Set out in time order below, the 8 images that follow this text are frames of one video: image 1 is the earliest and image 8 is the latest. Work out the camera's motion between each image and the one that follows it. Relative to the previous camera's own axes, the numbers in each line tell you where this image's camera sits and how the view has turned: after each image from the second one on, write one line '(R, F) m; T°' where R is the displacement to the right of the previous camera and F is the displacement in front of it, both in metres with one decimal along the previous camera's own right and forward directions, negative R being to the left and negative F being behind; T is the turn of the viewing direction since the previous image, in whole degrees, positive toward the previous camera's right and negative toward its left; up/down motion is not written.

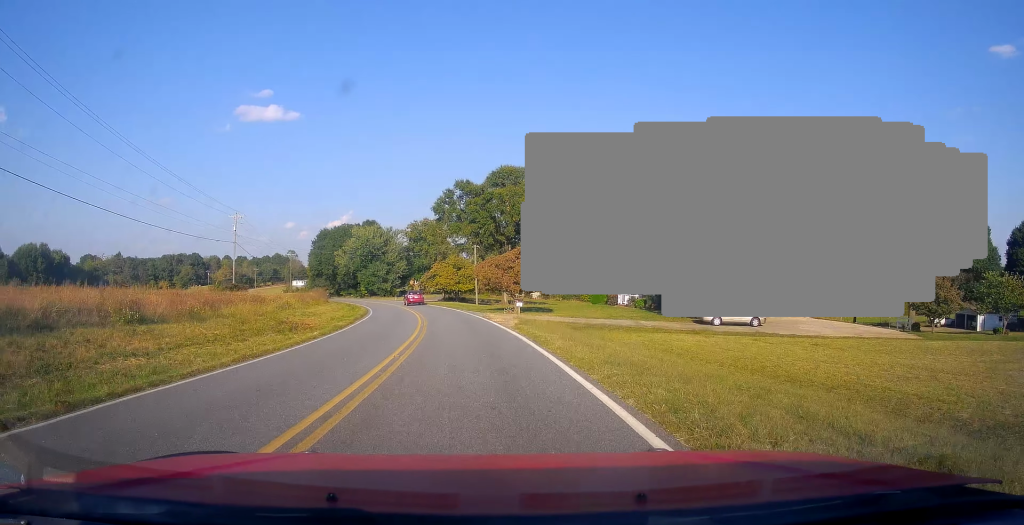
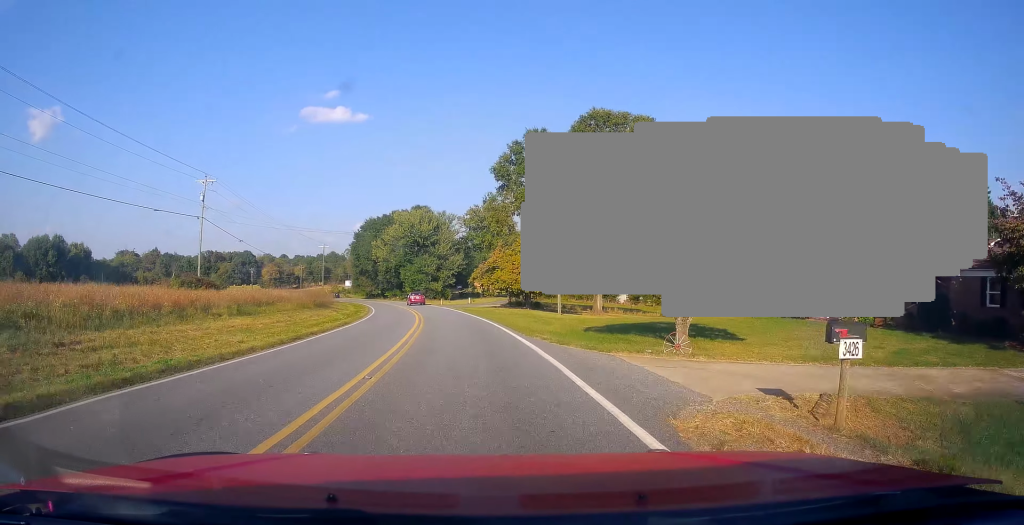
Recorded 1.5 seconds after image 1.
(-1.8, +27.1) m; -7°
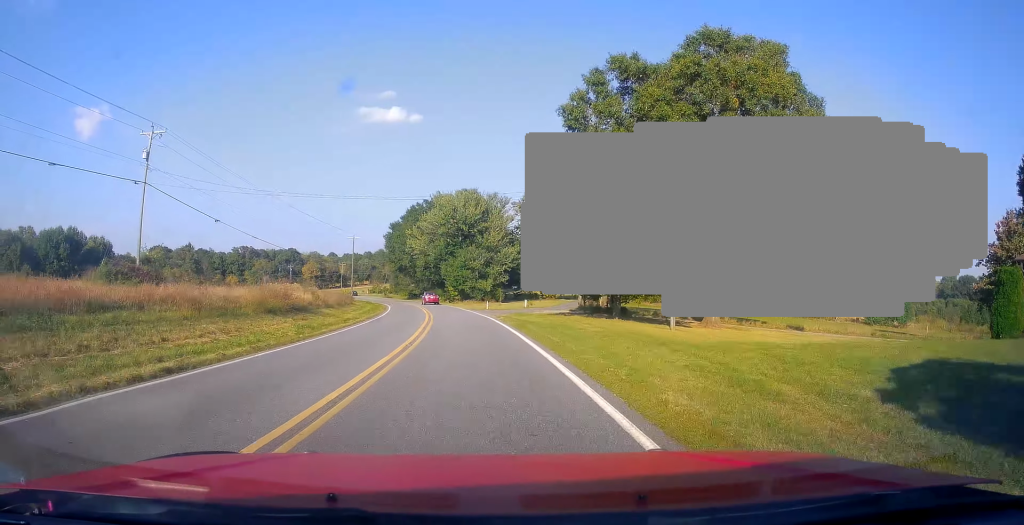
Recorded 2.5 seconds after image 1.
(-0.6, +18.7) m; -3°
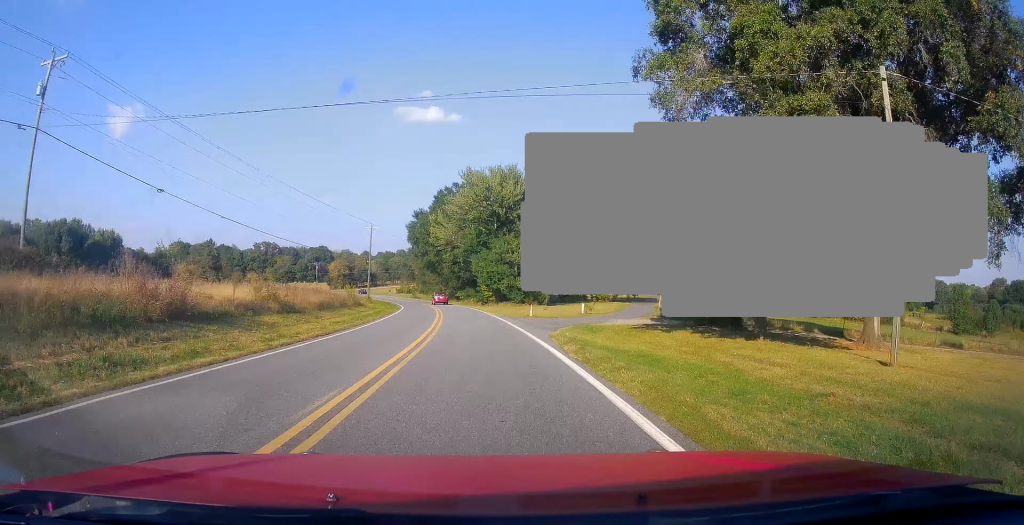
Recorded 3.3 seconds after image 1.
(0.0, +15.1) m; -4°
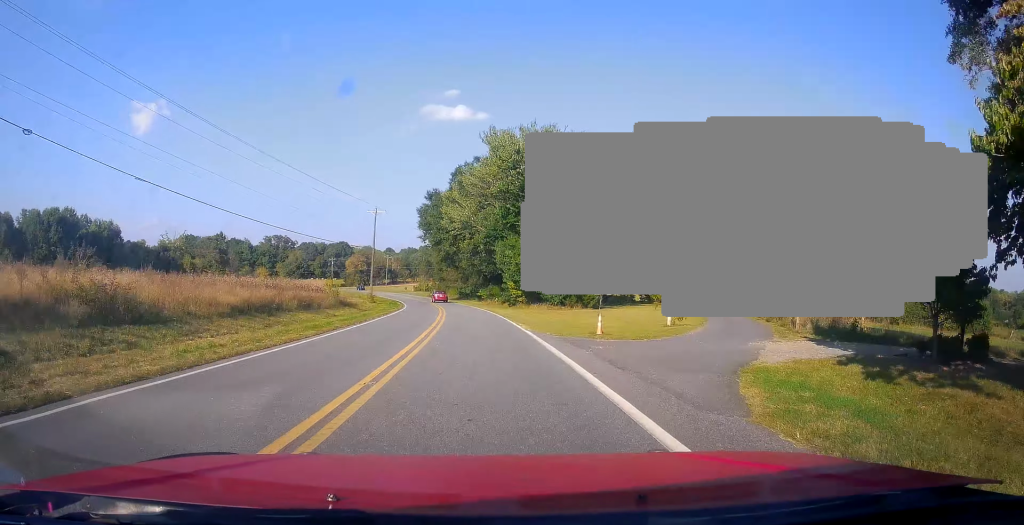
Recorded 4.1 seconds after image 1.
(-1.1, +15.3) m; -3°
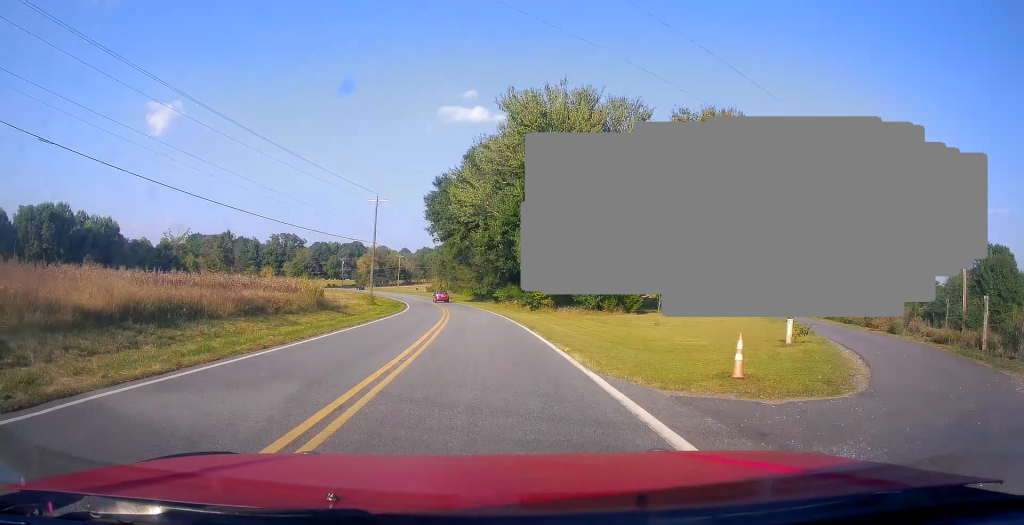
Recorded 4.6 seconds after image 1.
(-0.1, +9.8) m; -2°
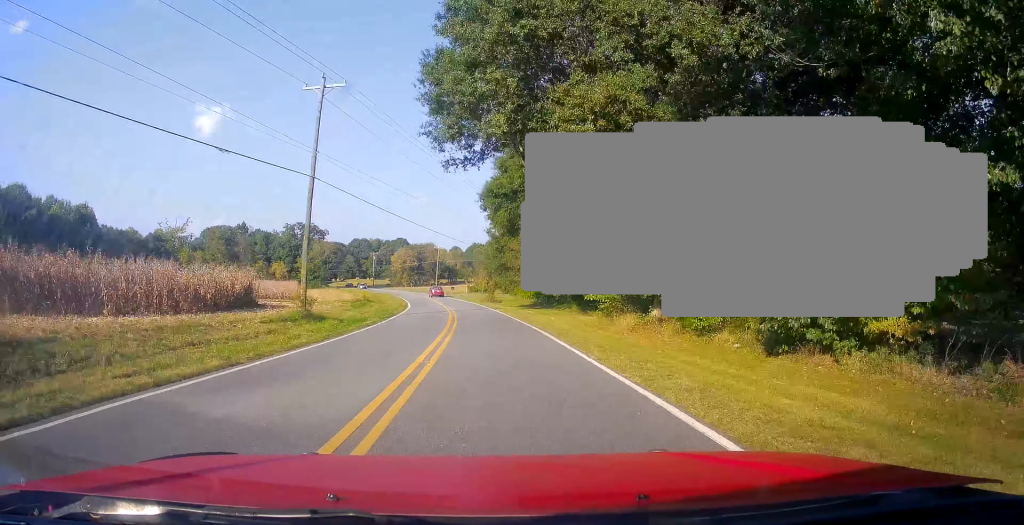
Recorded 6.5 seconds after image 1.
(-2.1, +37.2) m; -6°
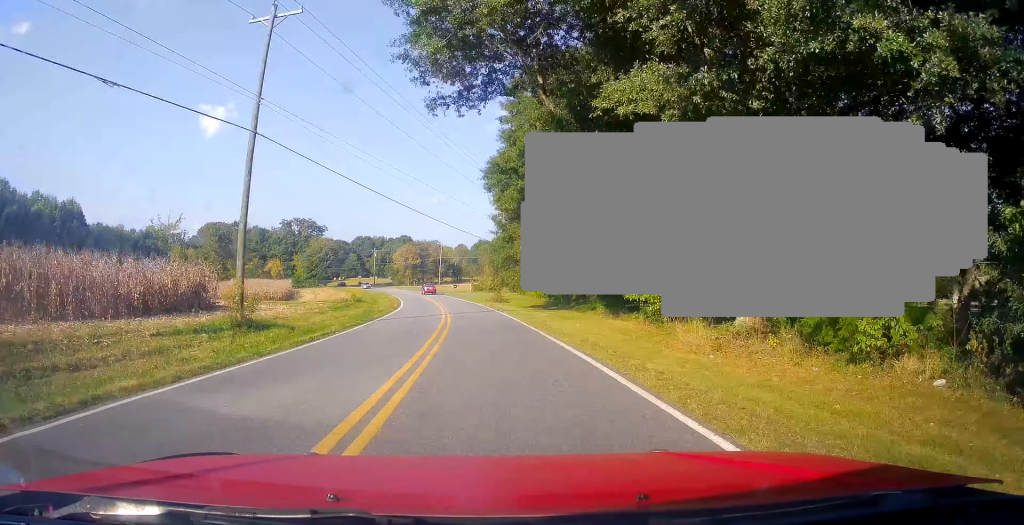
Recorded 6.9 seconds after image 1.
(+0.2, +8.5) m; -1°
